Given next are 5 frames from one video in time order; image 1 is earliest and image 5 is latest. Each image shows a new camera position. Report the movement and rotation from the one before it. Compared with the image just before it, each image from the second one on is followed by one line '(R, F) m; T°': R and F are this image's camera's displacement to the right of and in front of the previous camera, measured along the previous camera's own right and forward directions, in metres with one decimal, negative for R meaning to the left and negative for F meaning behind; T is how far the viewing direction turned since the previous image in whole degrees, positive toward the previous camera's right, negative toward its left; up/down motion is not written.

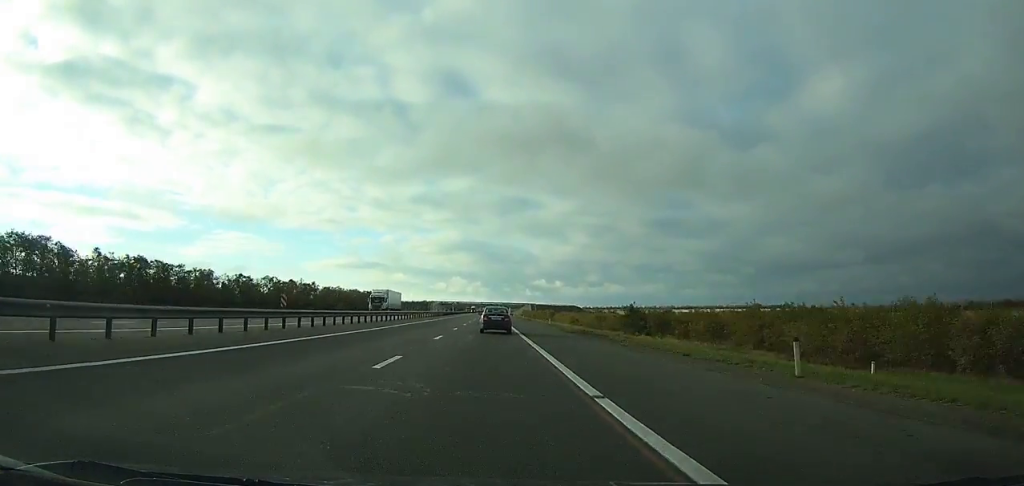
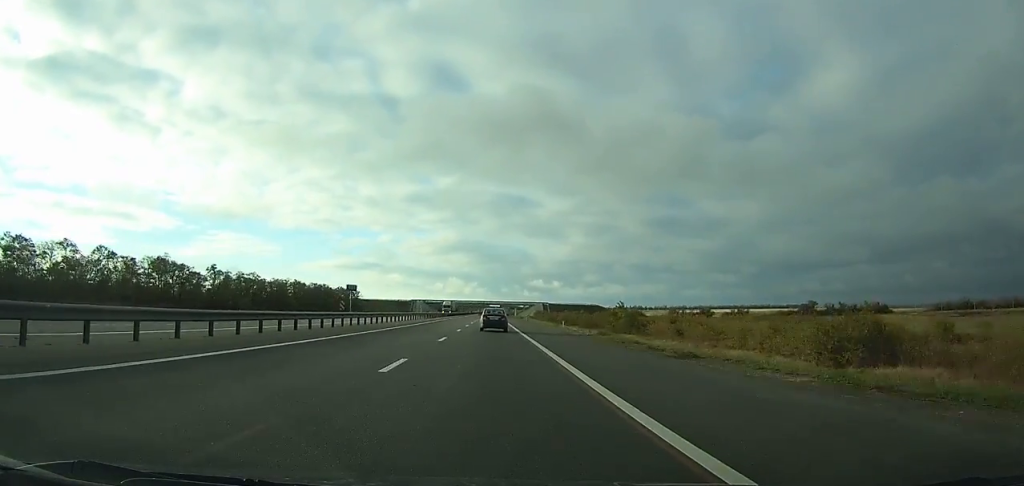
(-0.1, +109.7) m; 0°
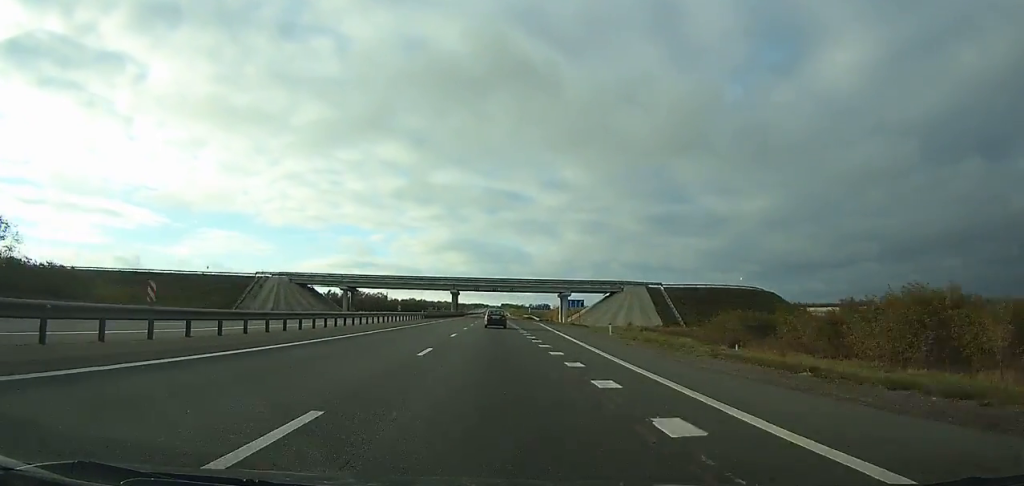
(-0.9, +260.9) m; 0°
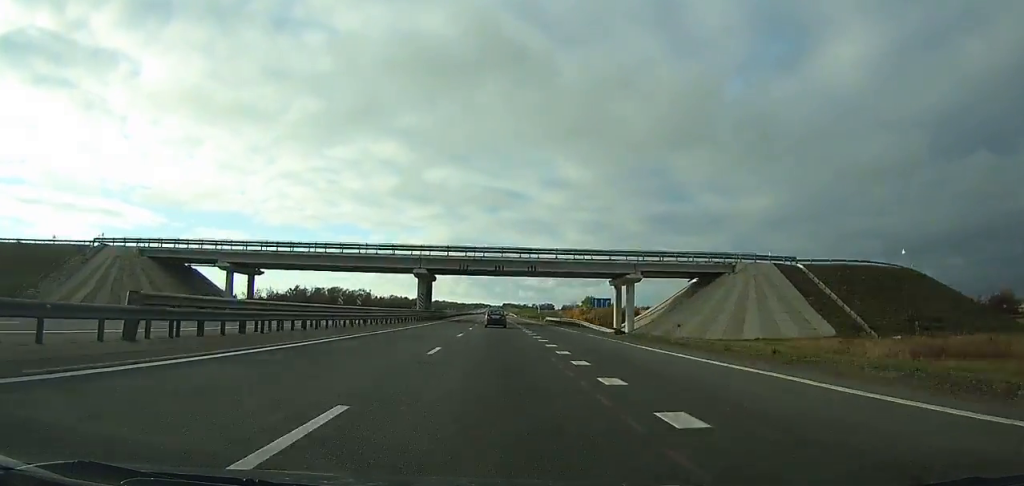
(0.0, +58.6) m; 0°
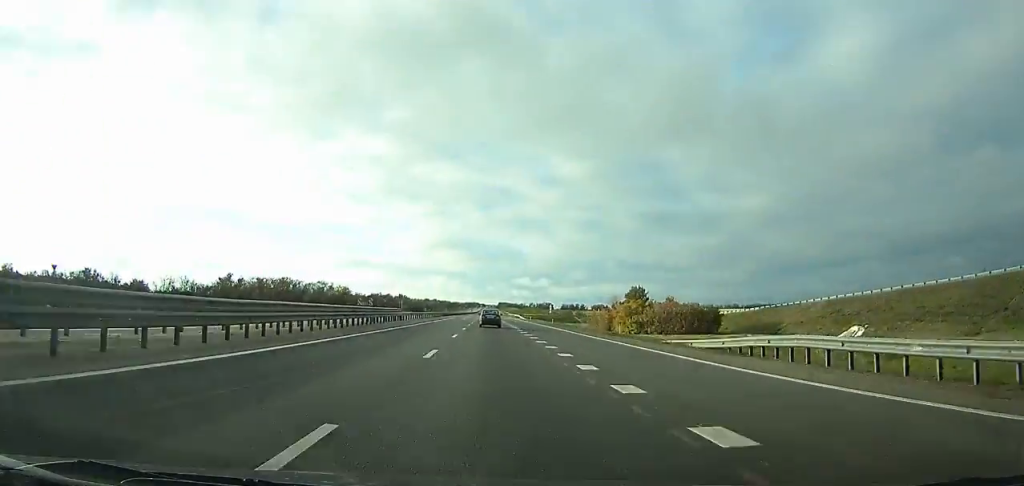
(+0.2, +73.5) m; 0°
